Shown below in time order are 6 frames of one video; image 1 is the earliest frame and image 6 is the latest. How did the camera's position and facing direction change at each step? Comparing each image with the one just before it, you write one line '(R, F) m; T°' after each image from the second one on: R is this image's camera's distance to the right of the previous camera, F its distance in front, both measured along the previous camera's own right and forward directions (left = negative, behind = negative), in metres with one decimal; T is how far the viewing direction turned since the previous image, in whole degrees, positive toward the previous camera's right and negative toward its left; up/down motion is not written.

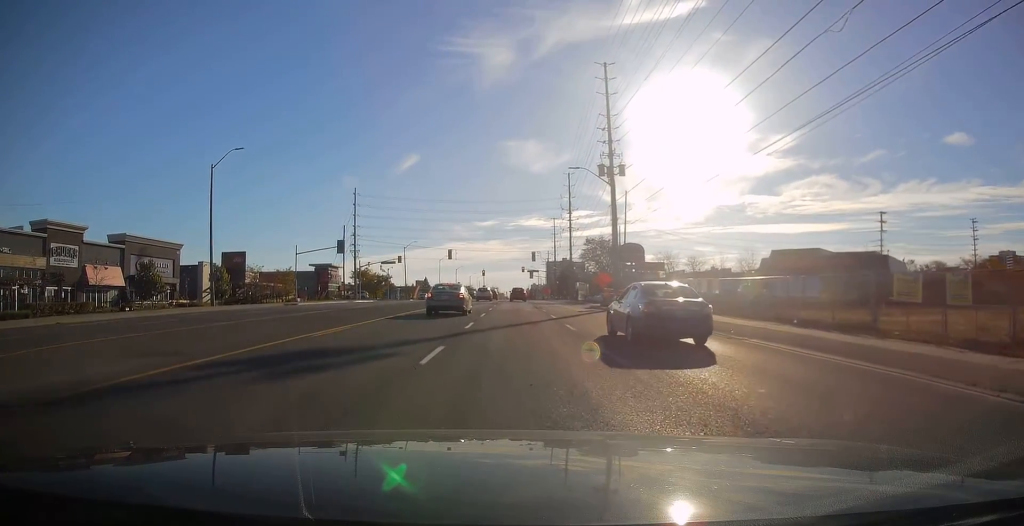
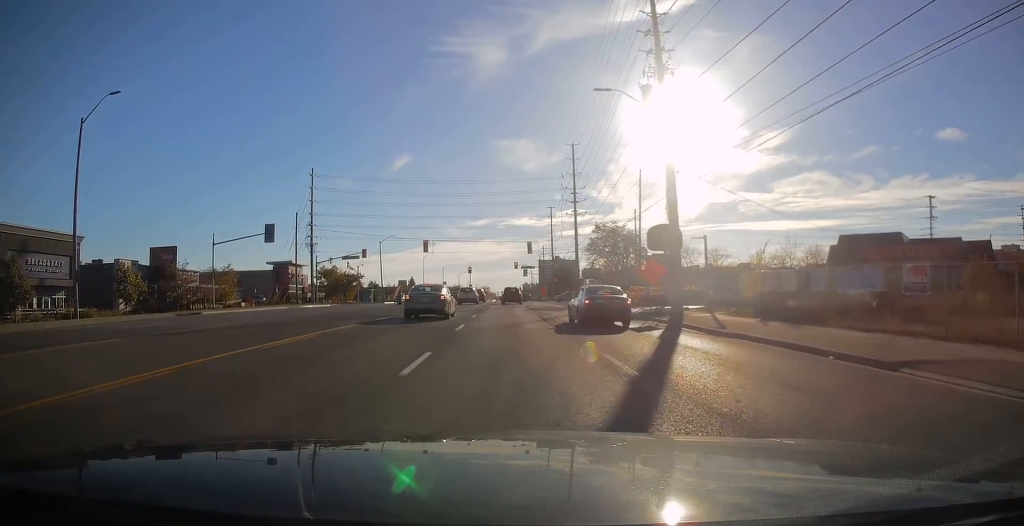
(+0.1, +18.6) m; +1°
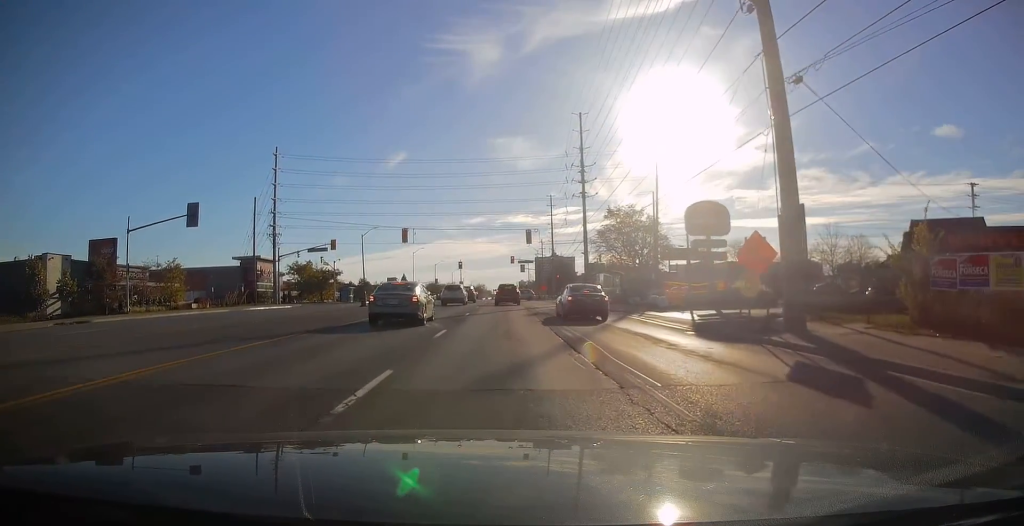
(+0.1, +12.3) m; -1°
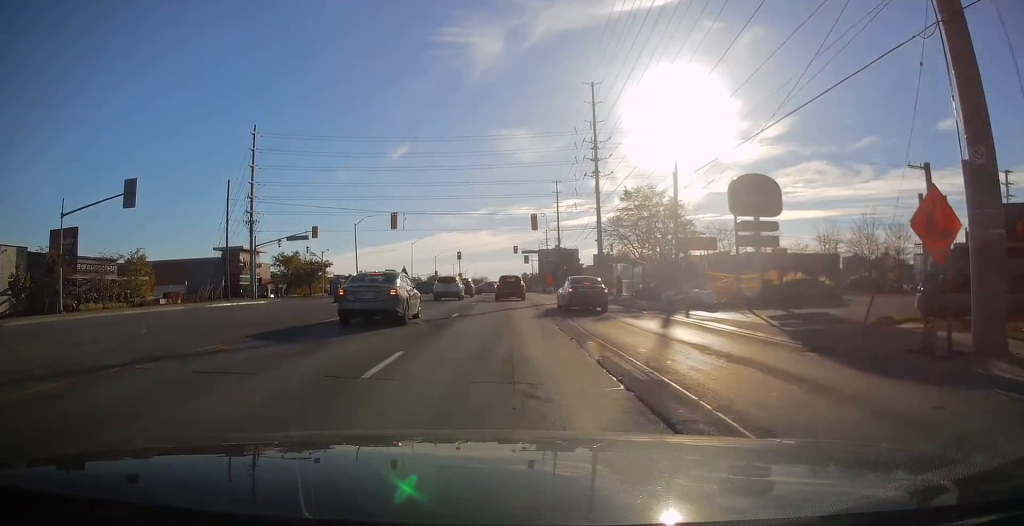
(-0.1, +7.4) m; -1°
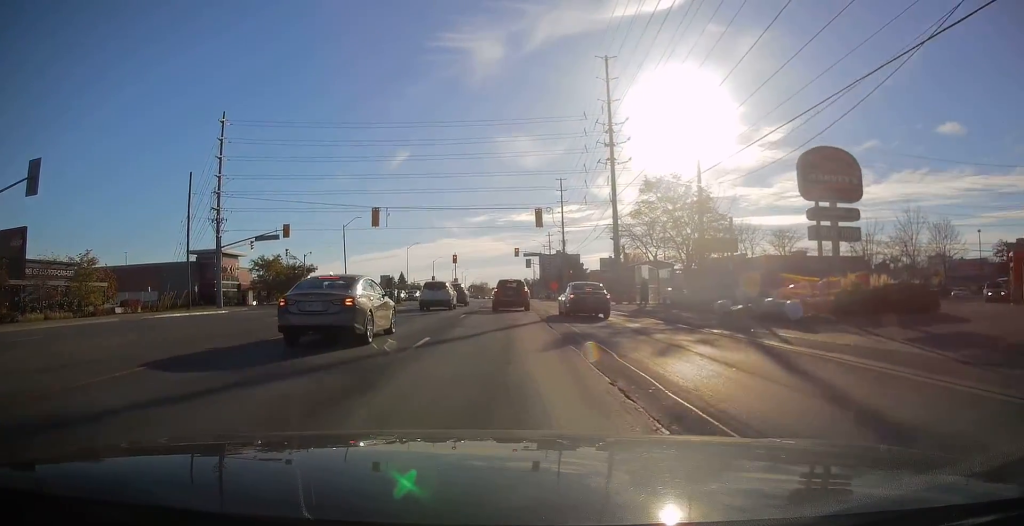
(0.0, +8.0) m; +1°
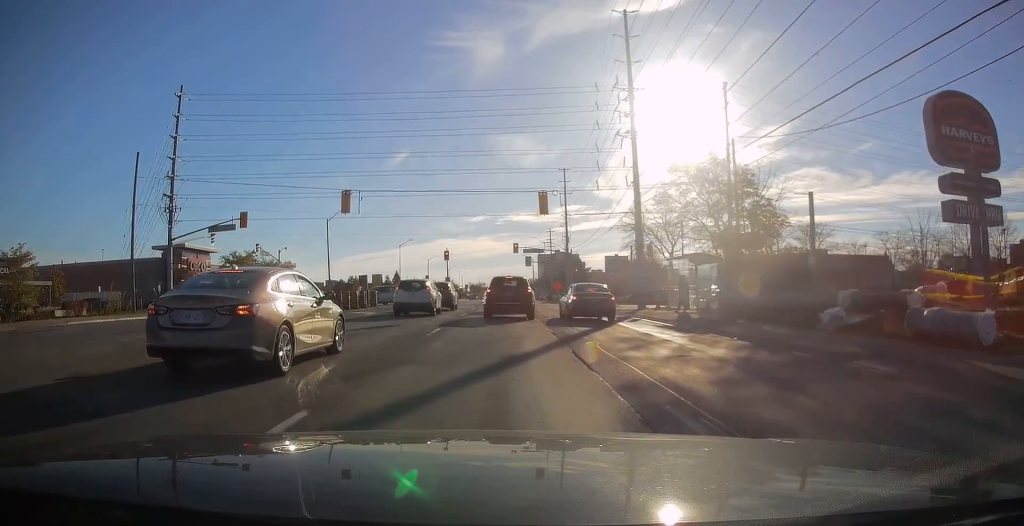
(+0.1, +8.3) m; +3°
